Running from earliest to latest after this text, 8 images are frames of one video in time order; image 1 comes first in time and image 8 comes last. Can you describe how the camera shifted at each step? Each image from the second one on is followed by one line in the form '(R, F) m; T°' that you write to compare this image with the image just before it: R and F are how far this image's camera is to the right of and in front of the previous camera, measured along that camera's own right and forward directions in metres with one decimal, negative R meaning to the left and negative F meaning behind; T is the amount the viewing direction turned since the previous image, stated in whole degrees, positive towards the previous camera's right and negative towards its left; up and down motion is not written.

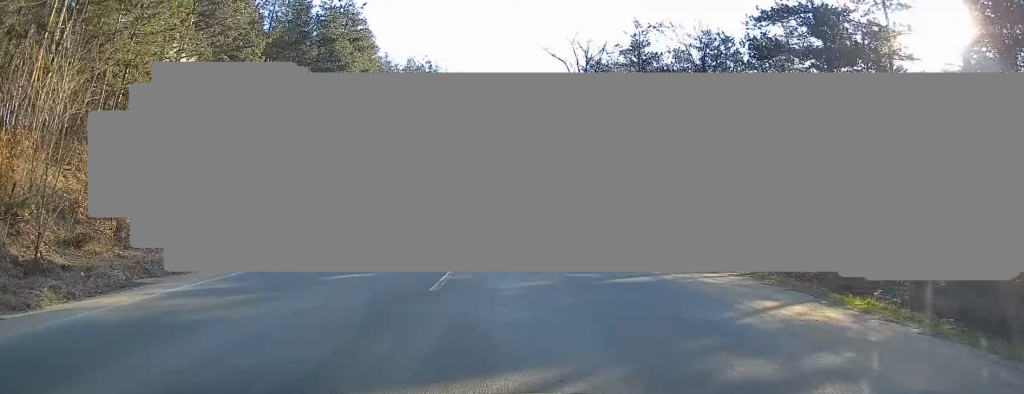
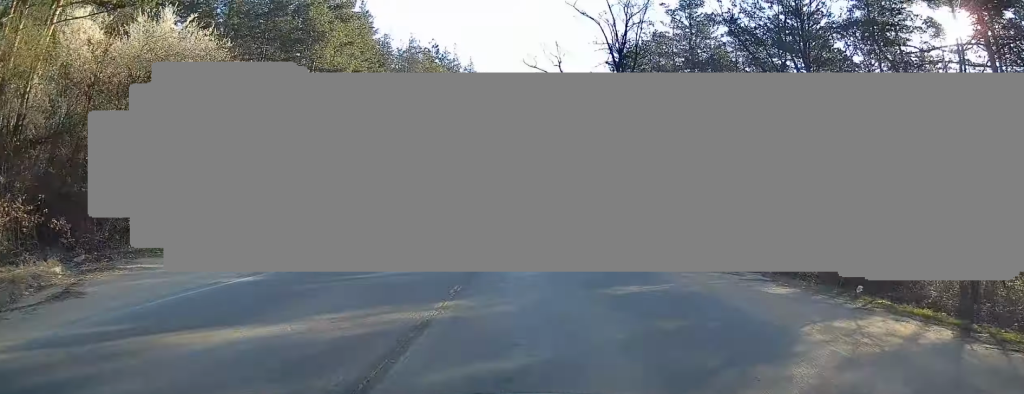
(-0.4, +11.2) m; -1°
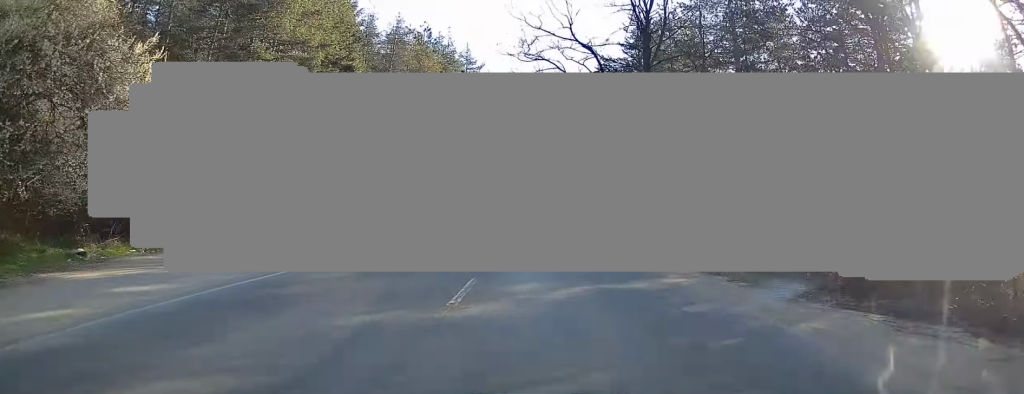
(0.0, +8.0) m; 0°
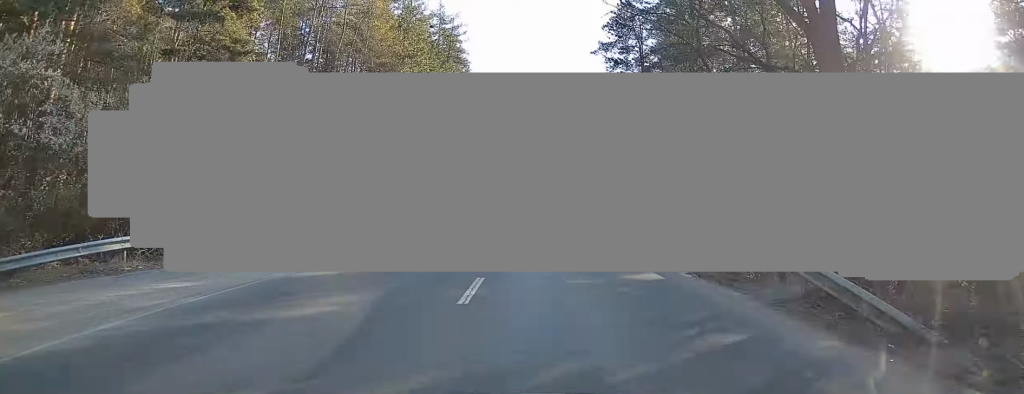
(+0.1, +18.4) m; +1°
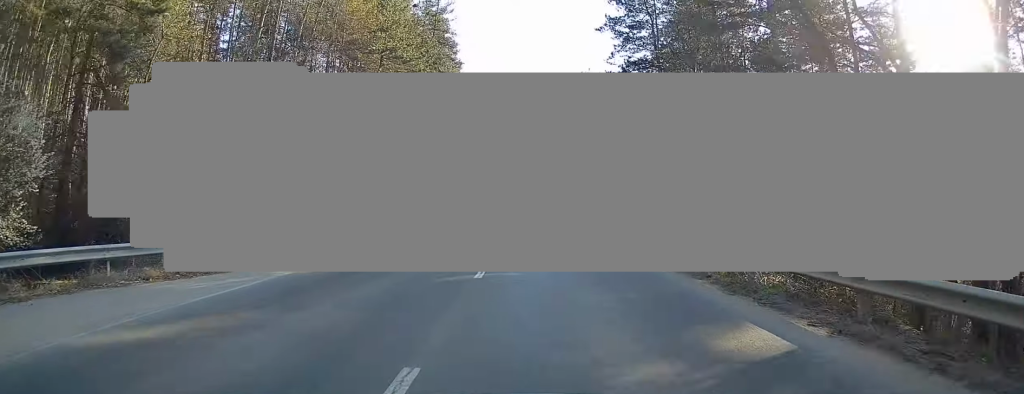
(-0.1, +6.1) m; 0°
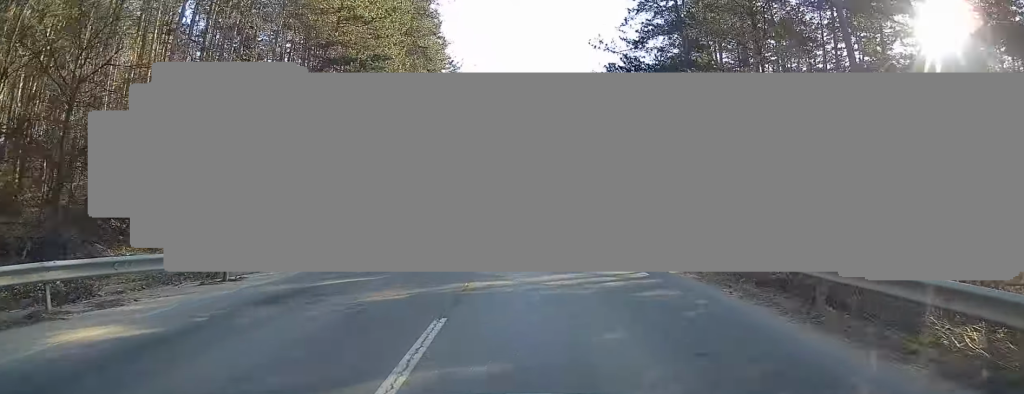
(+0.2, +6.9) m; 0°
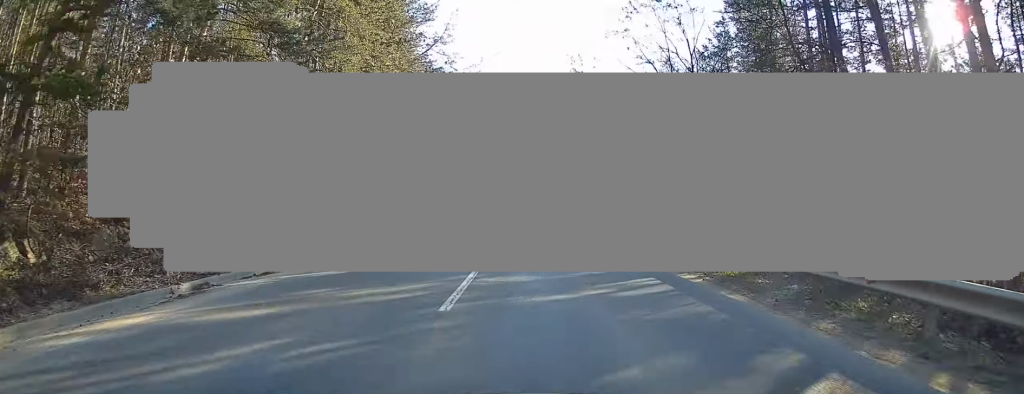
(-0.1, +14.6) m; -1°
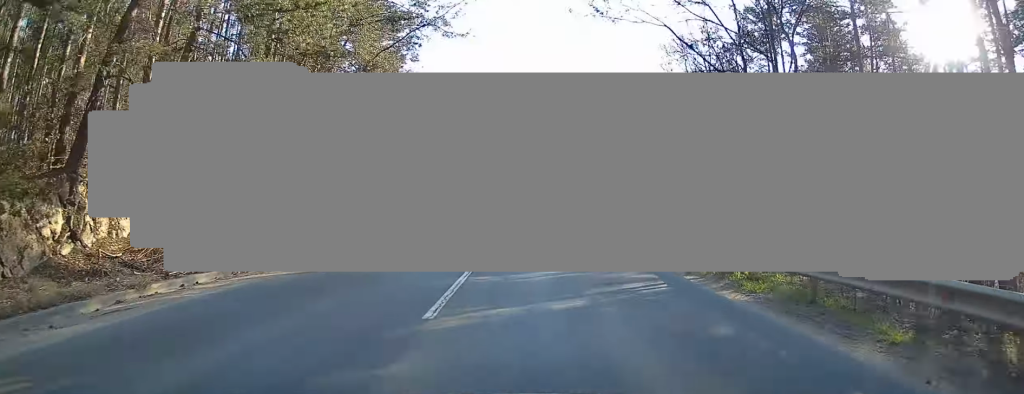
(-0.1, +9.4) m; 0°
